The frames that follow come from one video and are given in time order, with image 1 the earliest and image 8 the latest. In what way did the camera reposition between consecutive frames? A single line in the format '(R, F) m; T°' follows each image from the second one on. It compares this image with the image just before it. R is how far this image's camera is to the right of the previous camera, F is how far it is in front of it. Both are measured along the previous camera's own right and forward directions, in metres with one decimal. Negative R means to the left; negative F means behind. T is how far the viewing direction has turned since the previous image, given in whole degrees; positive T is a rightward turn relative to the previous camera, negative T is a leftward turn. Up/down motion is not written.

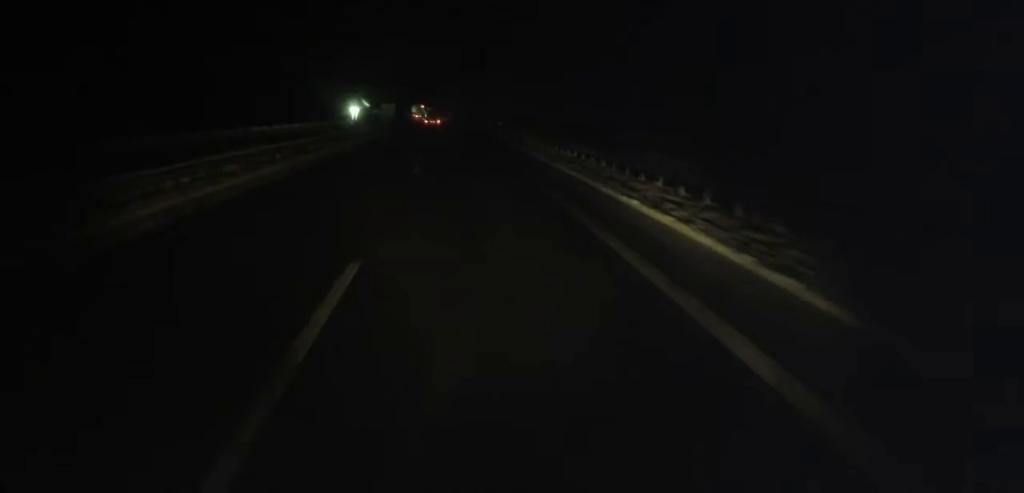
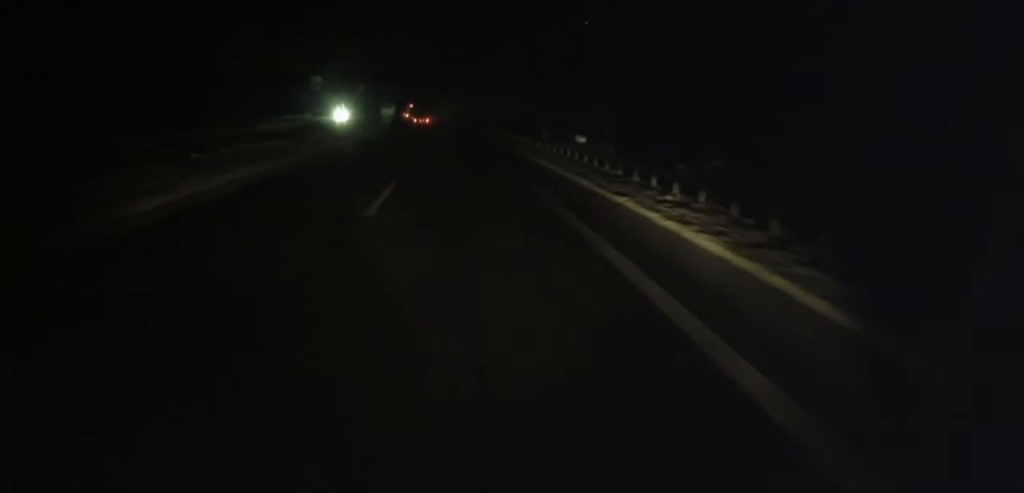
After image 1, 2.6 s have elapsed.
(-1.1, +63.1) m; -1°
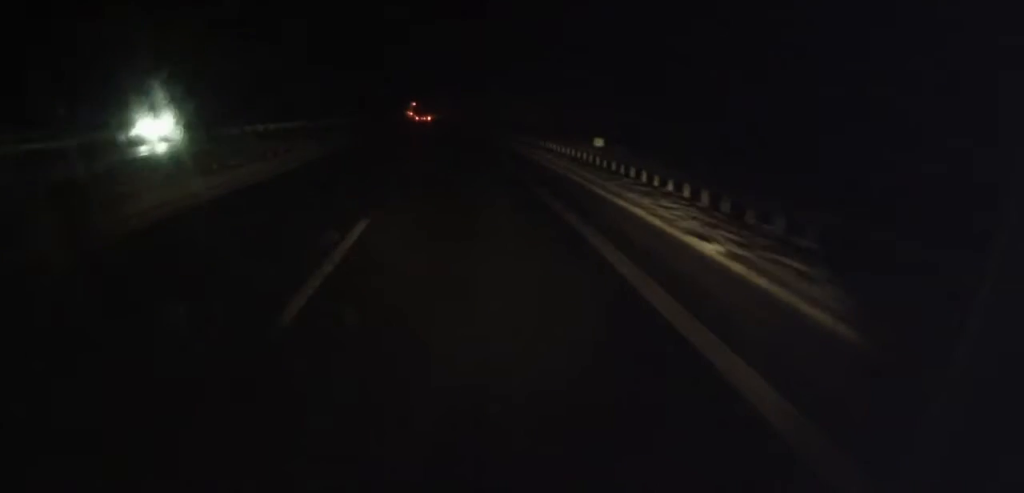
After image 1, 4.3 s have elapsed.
(-0.7, +42.3) m; -1°
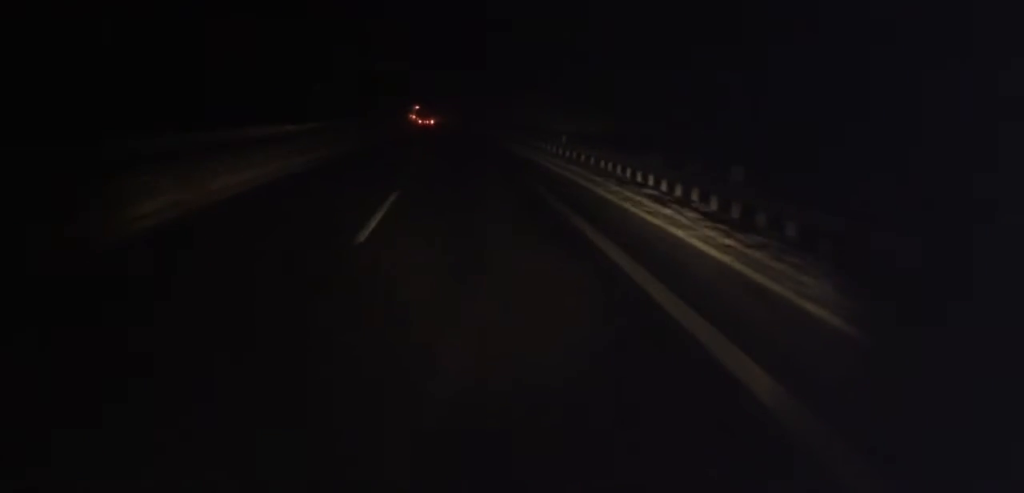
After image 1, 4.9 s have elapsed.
(+0.3, +13.5) m; -1°
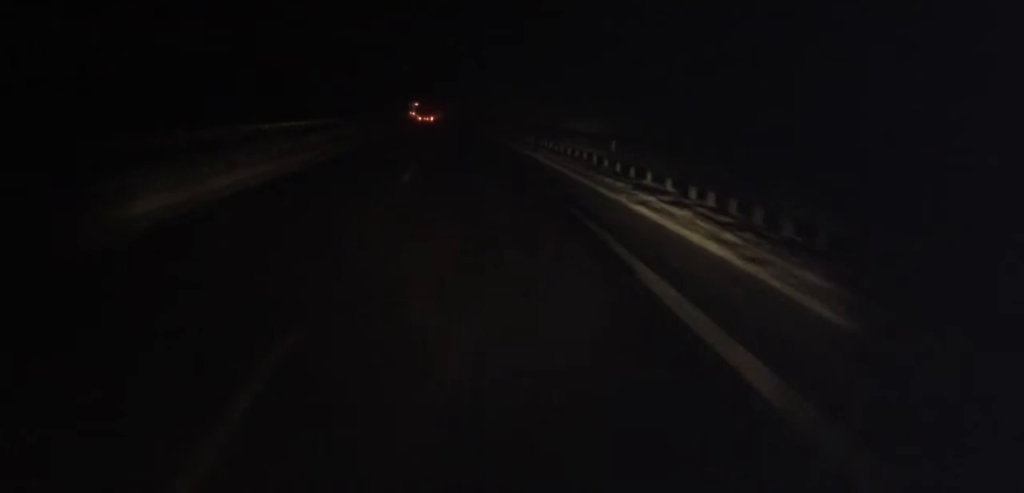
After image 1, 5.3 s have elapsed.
(+0.1, +10.3) m; -1°
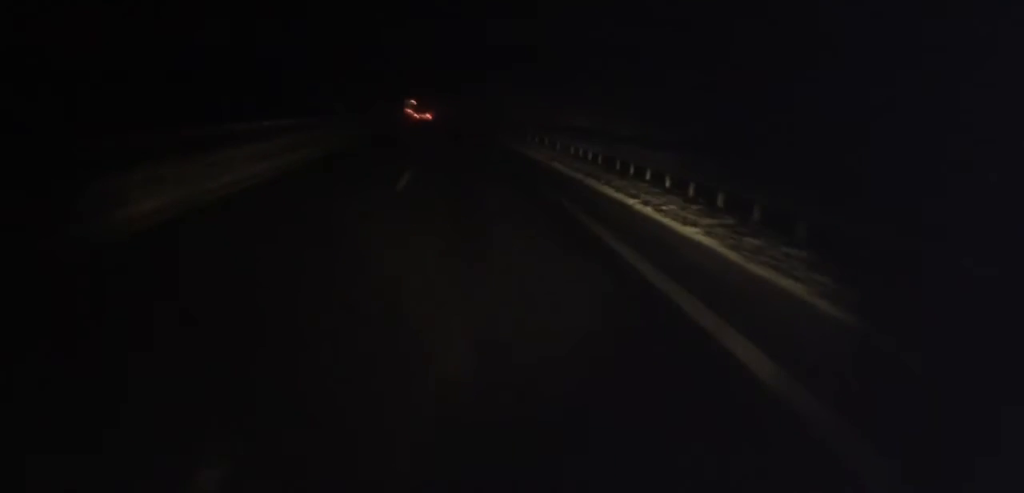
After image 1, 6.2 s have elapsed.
(-0.9, +19.7) m; -1°
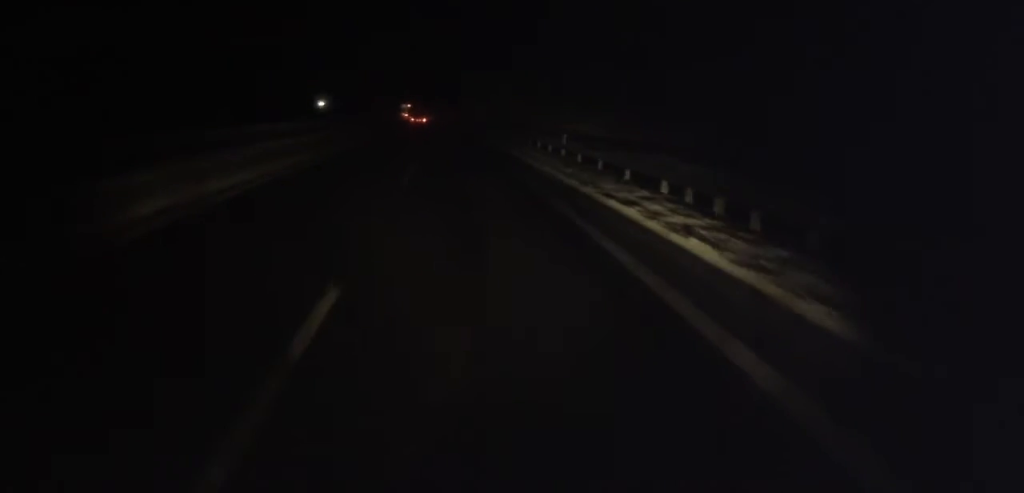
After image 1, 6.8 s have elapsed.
(+0.4, +14.2) m; 0°
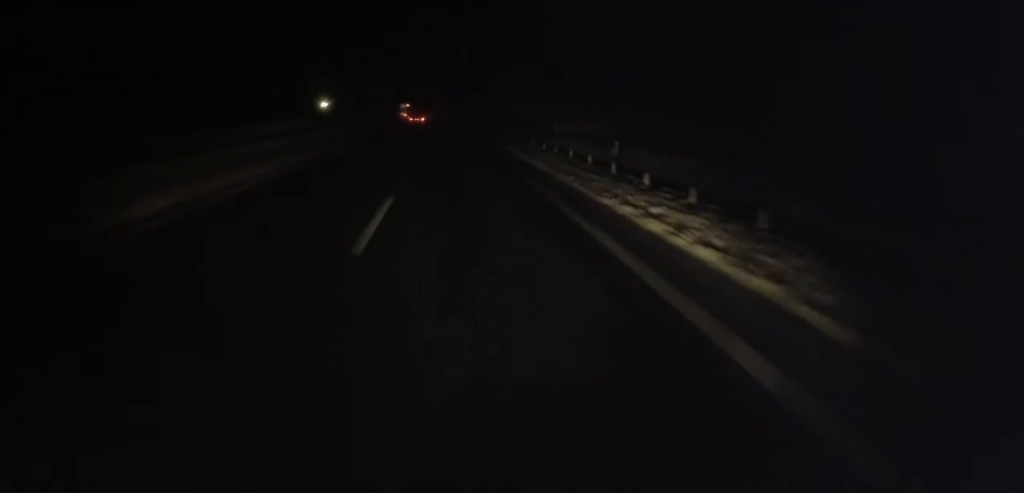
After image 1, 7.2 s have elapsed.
(+0.3, +10.2) m; 0°
